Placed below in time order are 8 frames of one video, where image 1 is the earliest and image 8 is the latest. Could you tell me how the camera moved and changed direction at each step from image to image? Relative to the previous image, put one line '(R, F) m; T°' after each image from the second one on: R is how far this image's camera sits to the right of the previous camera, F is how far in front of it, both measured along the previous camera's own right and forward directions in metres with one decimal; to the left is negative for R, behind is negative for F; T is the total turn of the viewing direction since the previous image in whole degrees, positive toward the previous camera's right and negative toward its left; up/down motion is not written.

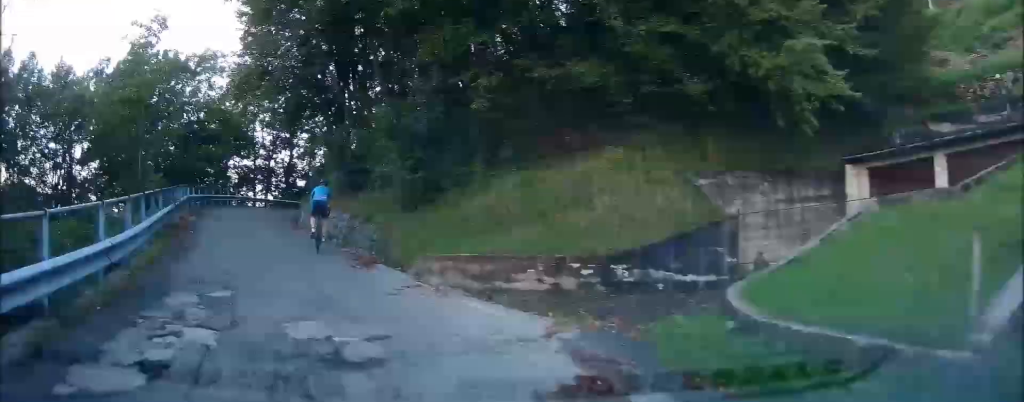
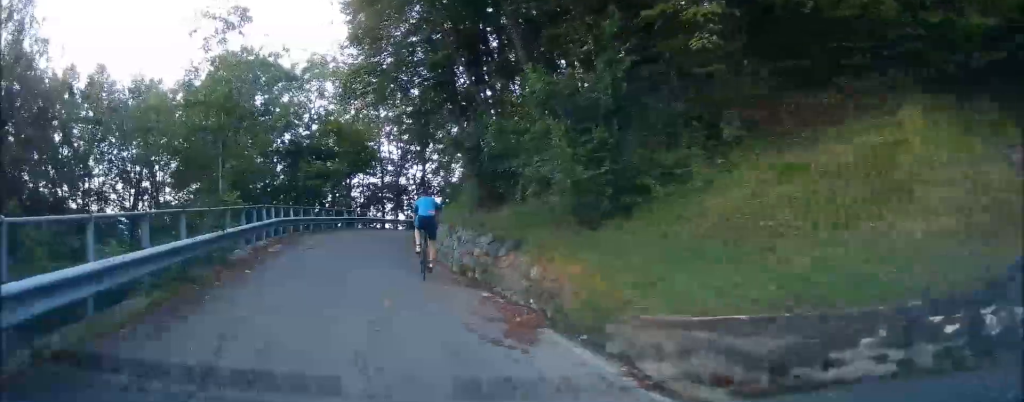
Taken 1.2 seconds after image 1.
(-2.1, +7.5) m; -18°
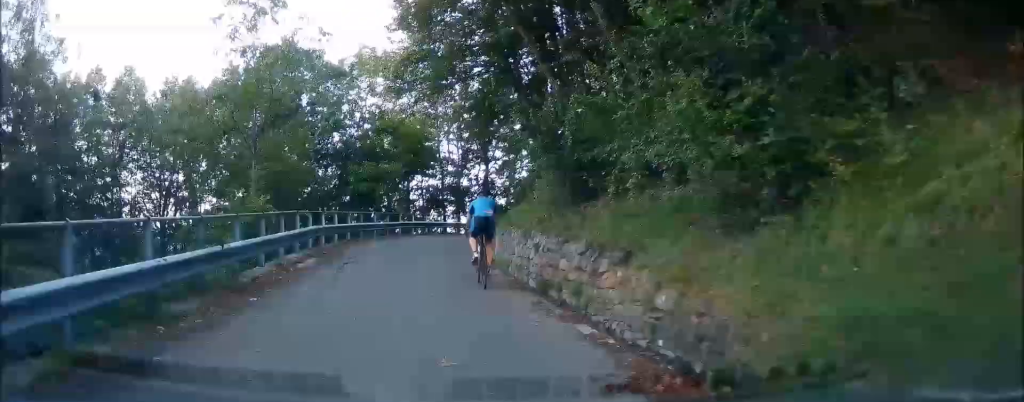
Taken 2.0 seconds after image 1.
(0.0, +4.6) m; 0°
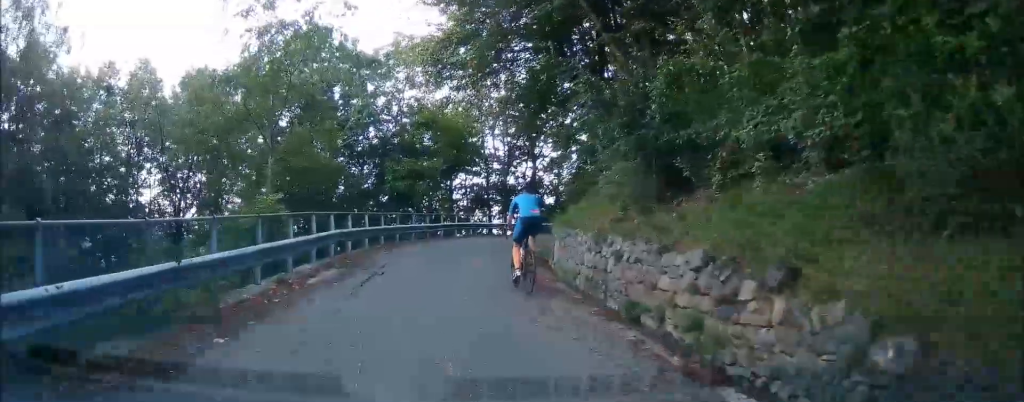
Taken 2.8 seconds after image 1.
(0.0, +3.7) m; 0°
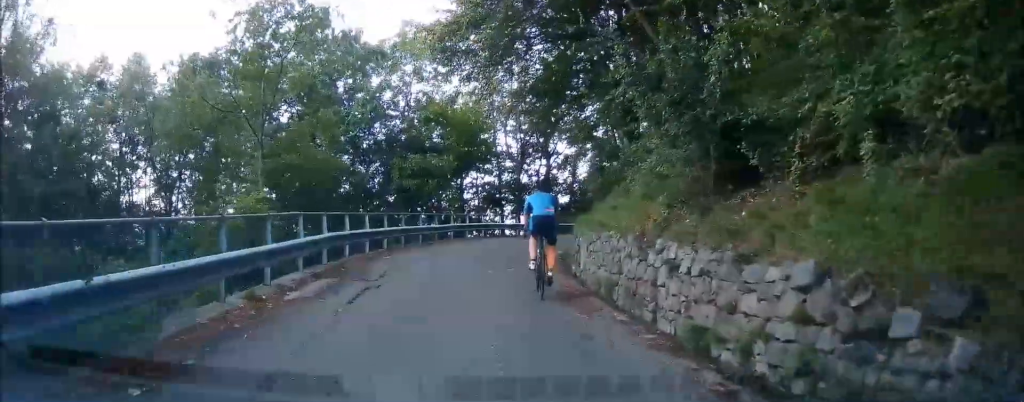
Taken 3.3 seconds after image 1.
(0.0, +2.2) m; 0°
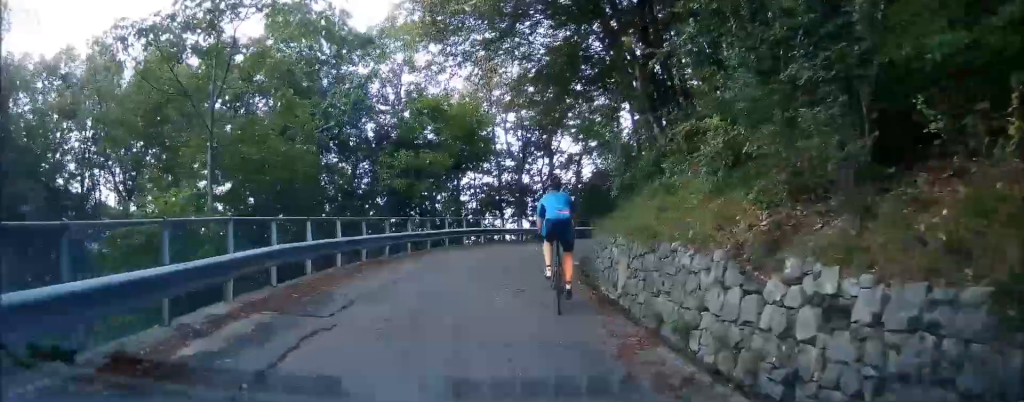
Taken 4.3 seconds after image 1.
(0.0, +3.1) m; -1°
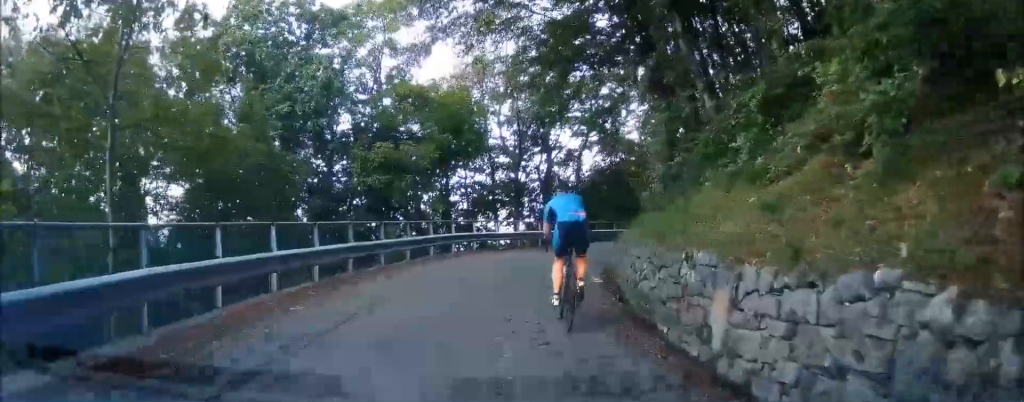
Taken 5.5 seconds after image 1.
(-0.1, +3.1) m; -2°
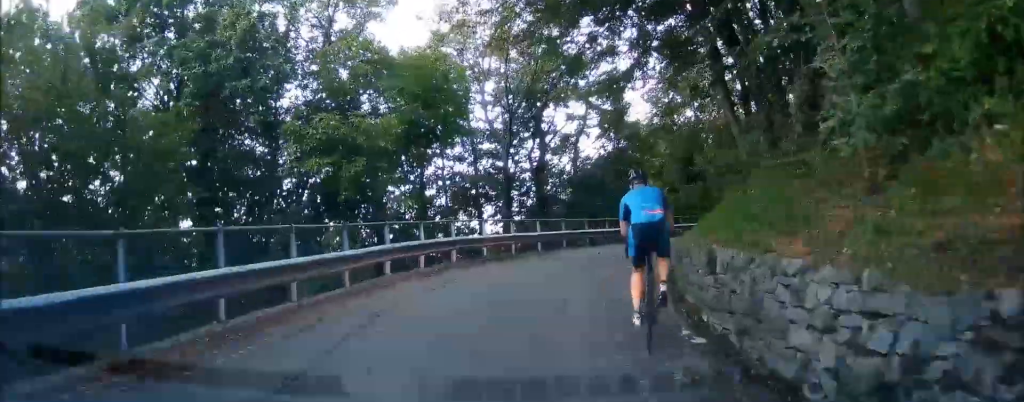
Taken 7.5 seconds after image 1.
(-0.1, +5.1) m; +4°
